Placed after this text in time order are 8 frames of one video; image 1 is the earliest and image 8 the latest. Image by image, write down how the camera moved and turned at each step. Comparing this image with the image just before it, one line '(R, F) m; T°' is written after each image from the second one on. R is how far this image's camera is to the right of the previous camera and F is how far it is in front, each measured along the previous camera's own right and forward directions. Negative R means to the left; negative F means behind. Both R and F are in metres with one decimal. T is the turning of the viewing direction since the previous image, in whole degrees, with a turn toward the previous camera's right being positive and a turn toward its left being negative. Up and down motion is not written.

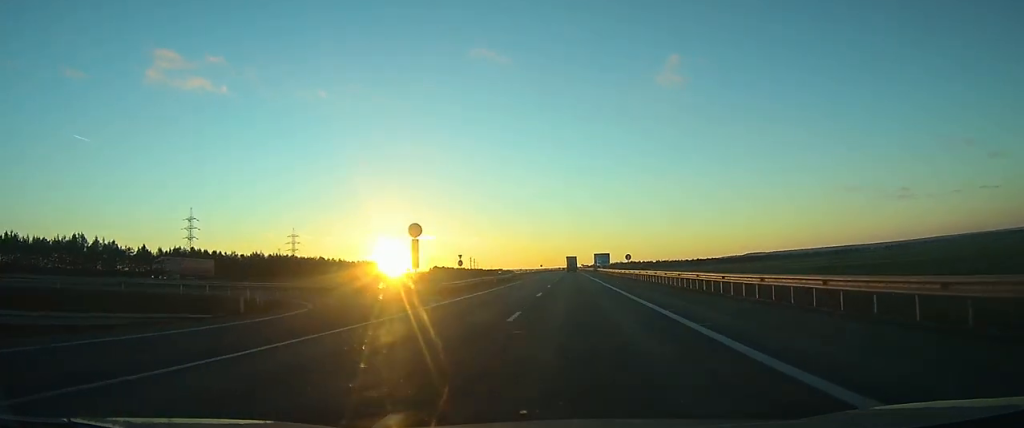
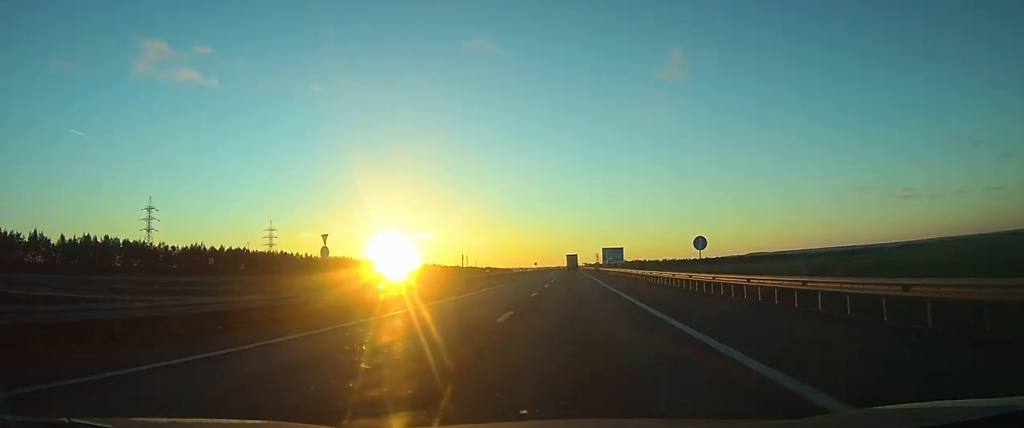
(-0.3, +49.5) m; 0°
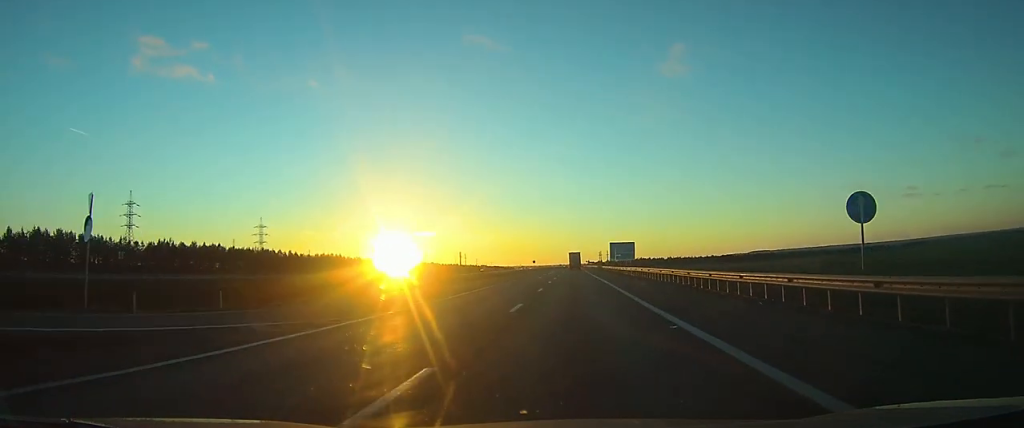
(0.0, +21.9) m; 0°
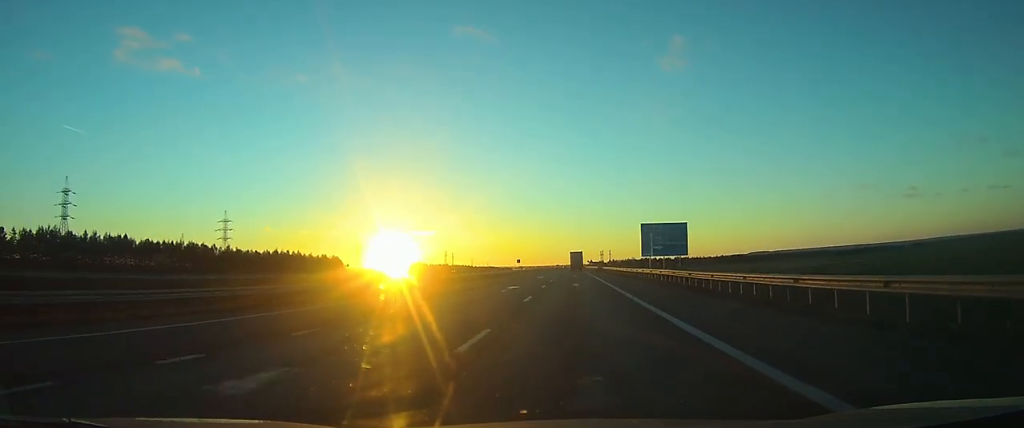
(-0.1, +54.7) m; 0°
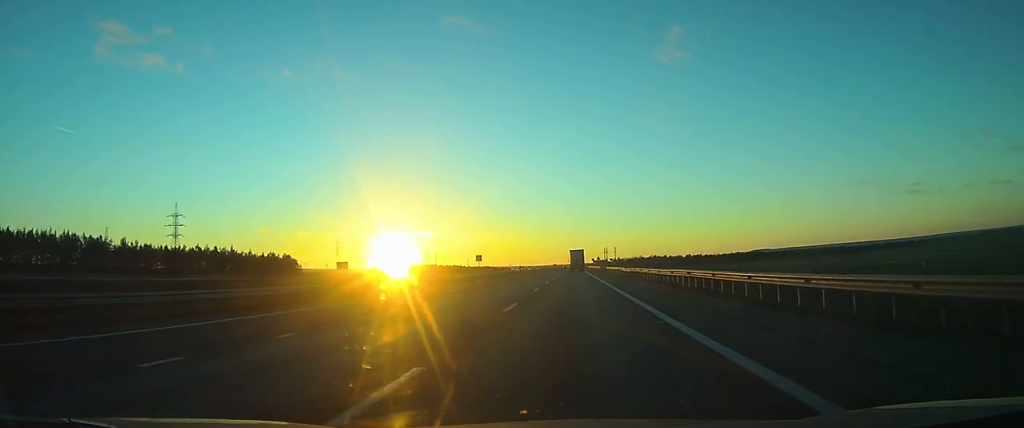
(0.0, +61.1) m; 0°
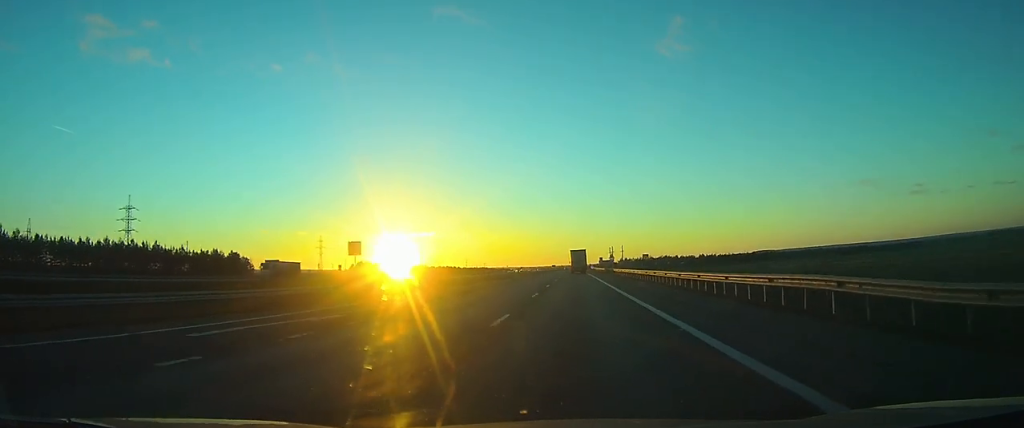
(-0.2, +50.1) m; 0°
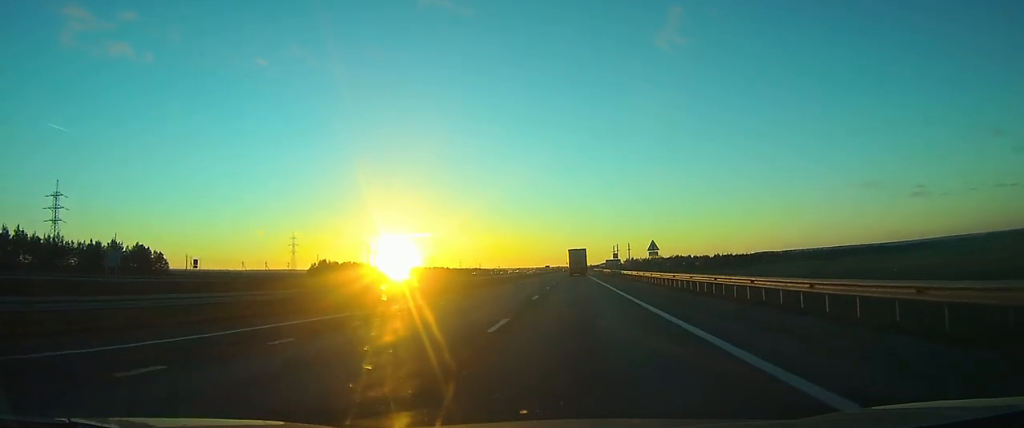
(+0.1, +62.9) m; 0°
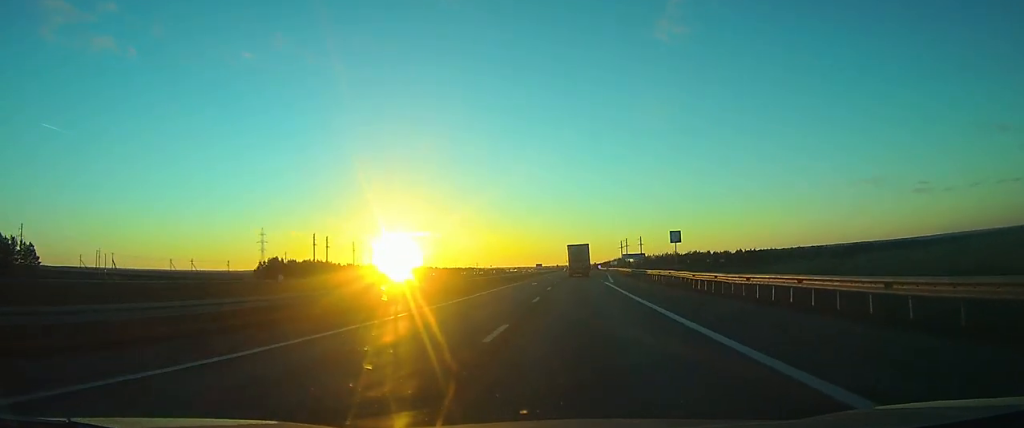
(0.0, +62.2) m; 0°
